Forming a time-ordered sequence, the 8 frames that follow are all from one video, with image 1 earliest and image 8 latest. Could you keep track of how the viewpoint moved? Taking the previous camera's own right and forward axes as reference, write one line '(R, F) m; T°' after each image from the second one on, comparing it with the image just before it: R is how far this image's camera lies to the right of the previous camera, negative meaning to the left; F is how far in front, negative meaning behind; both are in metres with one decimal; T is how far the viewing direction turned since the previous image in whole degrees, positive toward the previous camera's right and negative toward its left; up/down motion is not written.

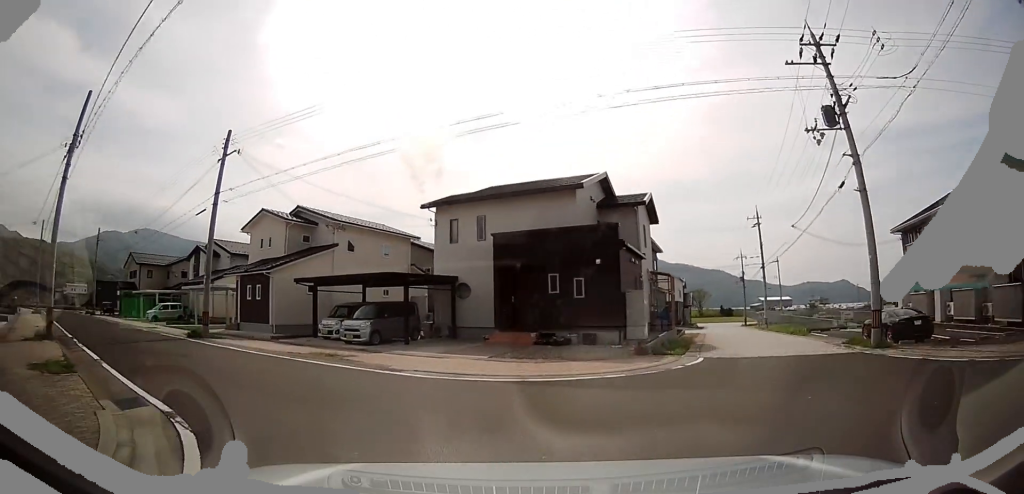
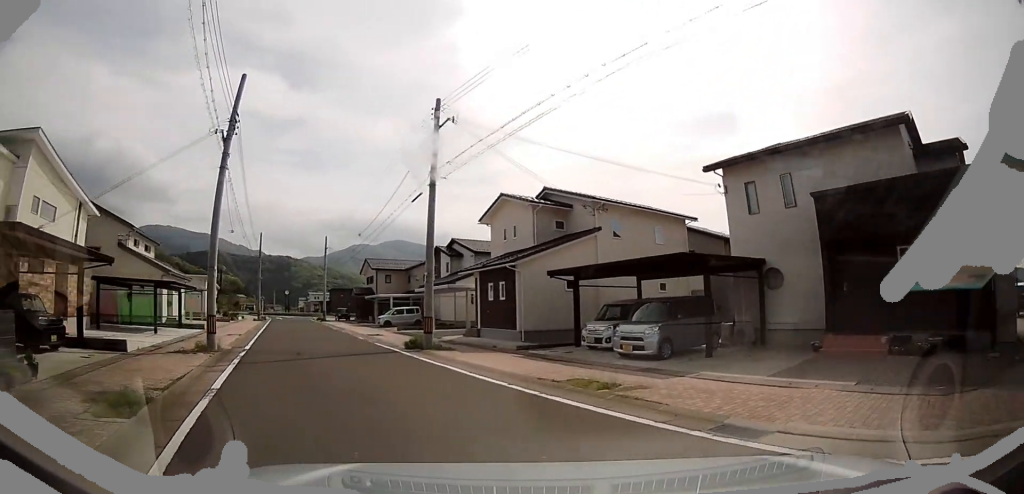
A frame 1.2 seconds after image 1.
(-0.6, +5.1) m; -15°
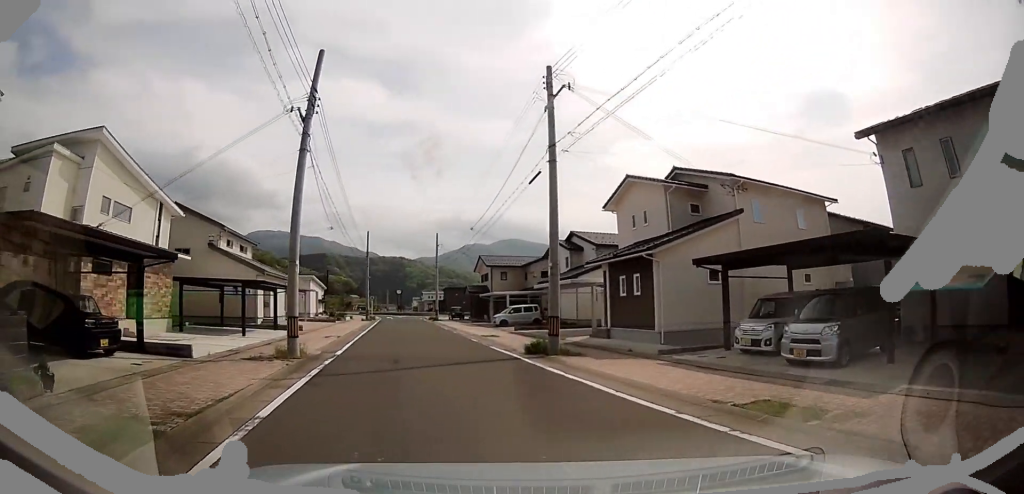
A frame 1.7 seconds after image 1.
(-0.2, +2.3) m; -6°
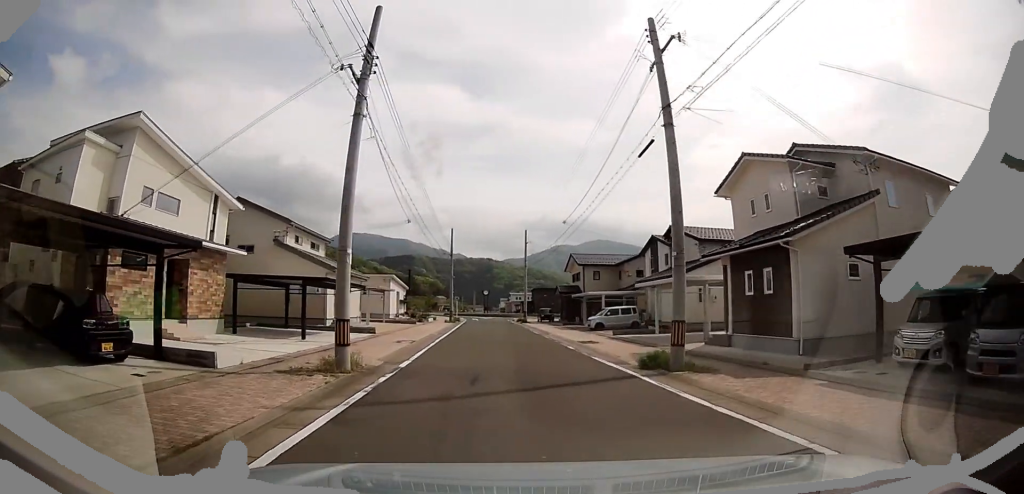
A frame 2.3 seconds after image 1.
(0.0, +2.9) m; -5°
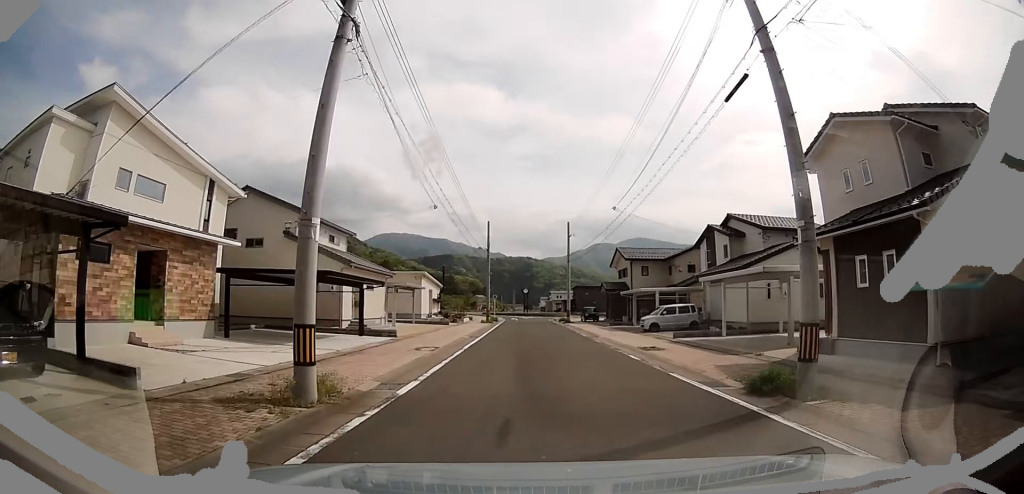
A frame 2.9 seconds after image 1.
(0.0, +3.2) m; -5°
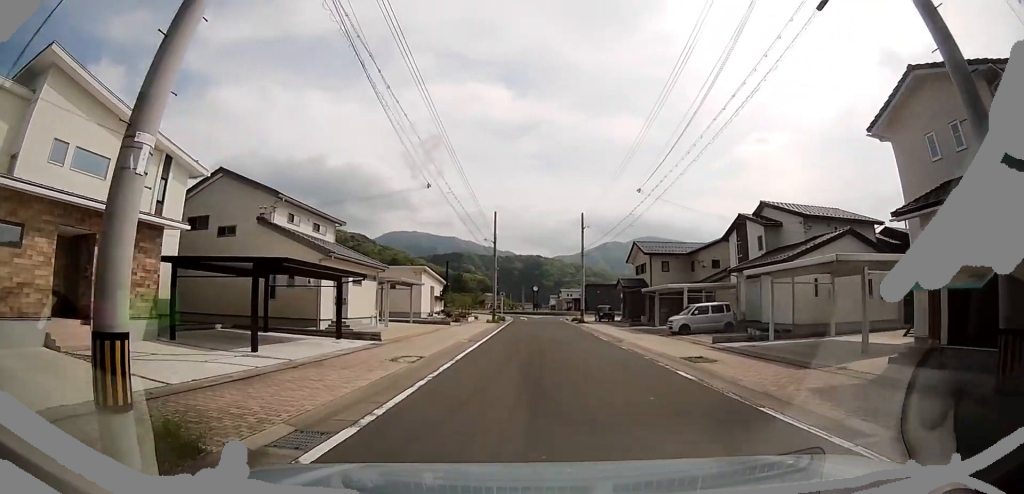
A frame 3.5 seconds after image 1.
(-0.3, +3.5) m; -4°
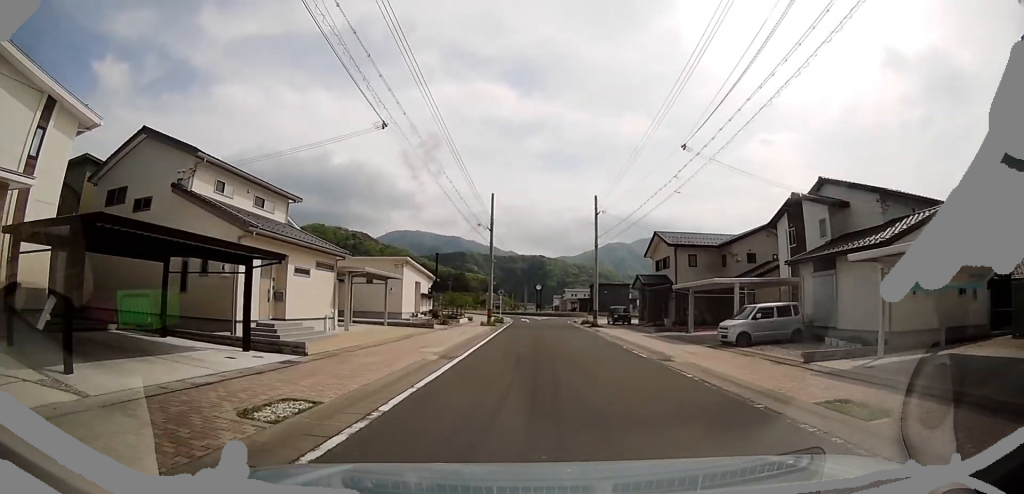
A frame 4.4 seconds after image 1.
(-0.2, +5.9) m; -9°
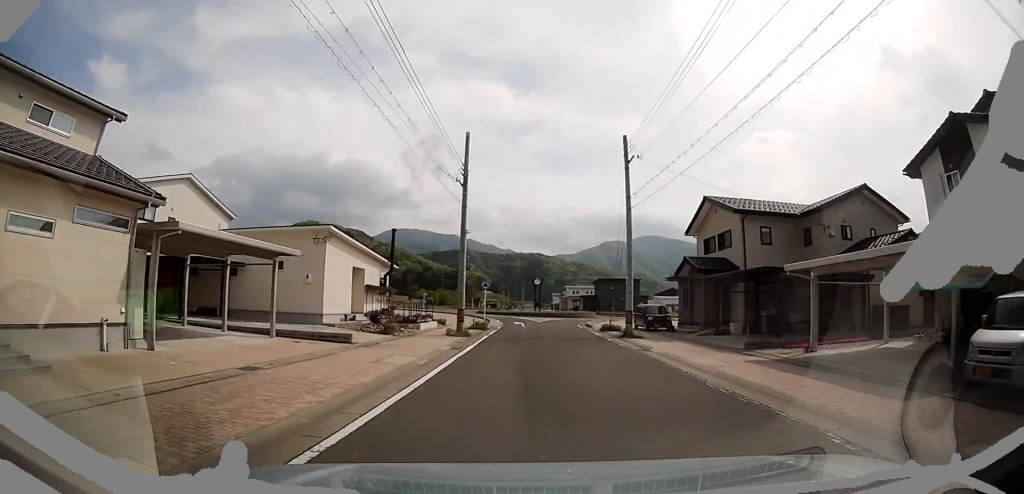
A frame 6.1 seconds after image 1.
(-0.9, +11.3) m; -2°
